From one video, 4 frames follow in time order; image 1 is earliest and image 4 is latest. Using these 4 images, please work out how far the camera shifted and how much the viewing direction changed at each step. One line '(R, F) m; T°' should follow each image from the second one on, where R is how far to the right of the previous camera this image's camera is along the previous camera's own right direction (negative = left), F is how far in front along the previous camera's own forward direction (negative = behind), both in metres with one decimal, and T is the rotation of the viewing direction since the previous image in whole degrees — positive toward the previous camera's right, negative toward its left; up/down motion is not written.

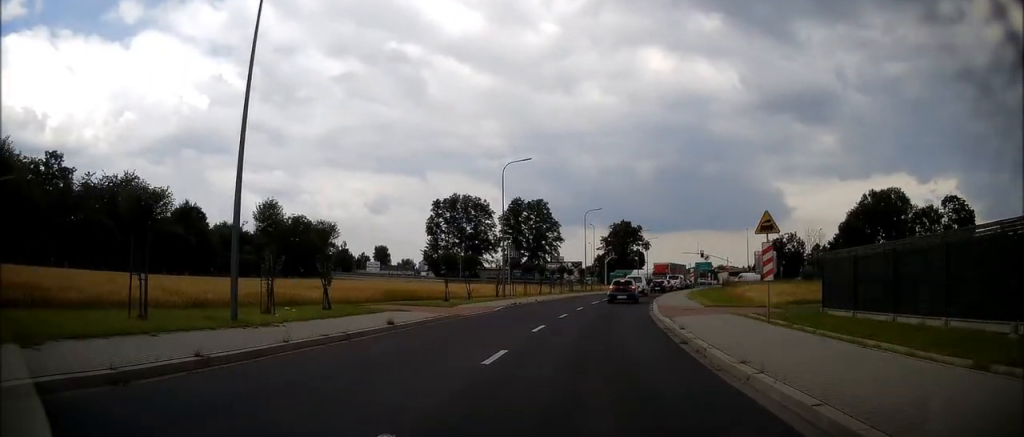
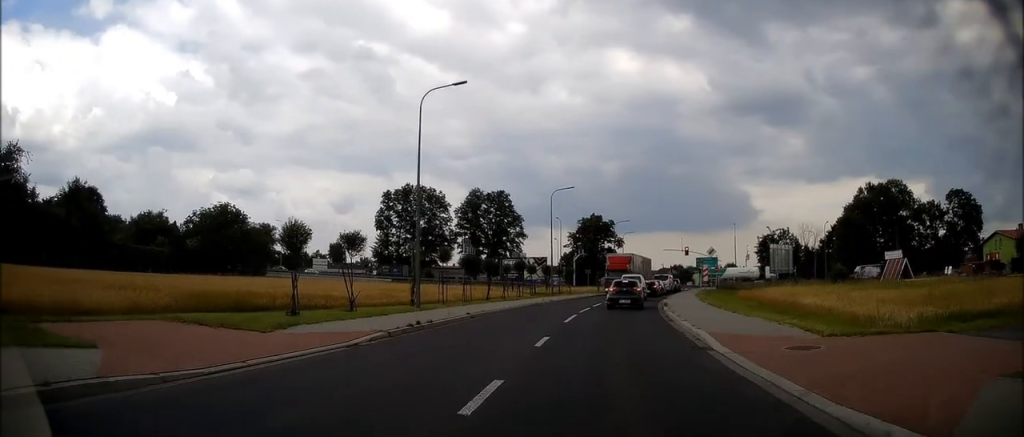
(+0.7, +16.3) m; +5°
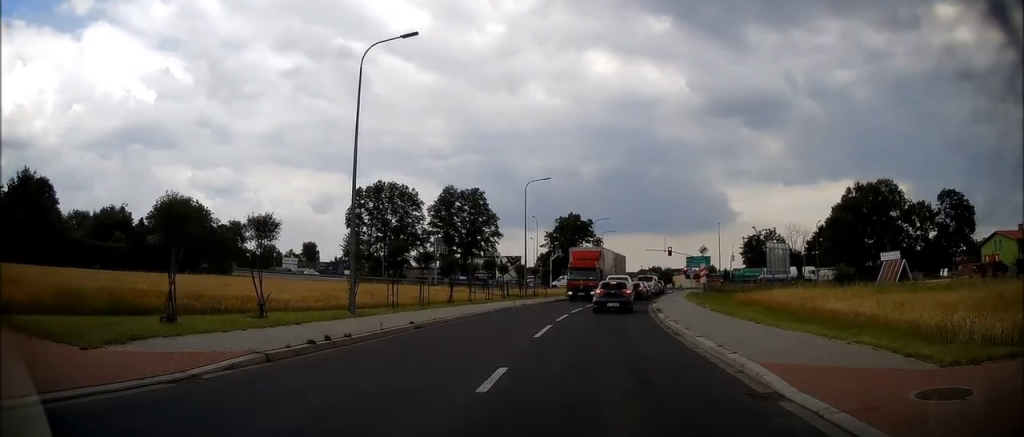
(0.0, +4.7) m; +1°
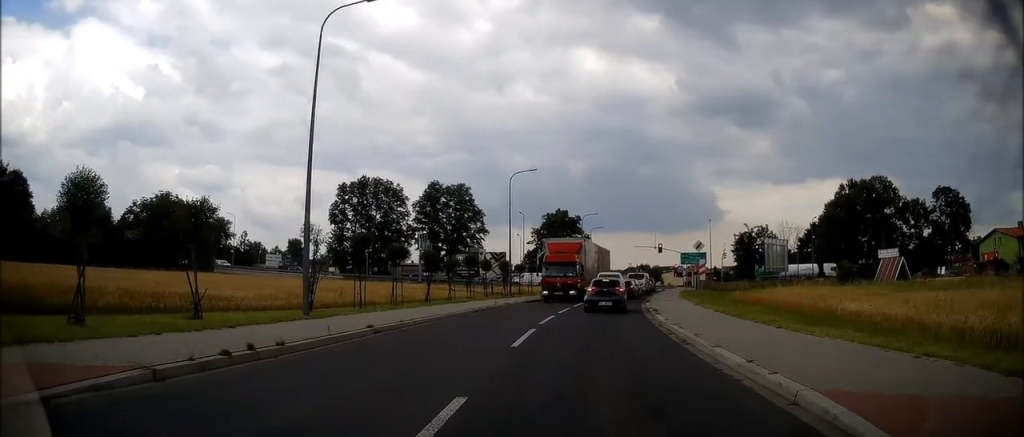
(0.0, +2.4) m; +1°
